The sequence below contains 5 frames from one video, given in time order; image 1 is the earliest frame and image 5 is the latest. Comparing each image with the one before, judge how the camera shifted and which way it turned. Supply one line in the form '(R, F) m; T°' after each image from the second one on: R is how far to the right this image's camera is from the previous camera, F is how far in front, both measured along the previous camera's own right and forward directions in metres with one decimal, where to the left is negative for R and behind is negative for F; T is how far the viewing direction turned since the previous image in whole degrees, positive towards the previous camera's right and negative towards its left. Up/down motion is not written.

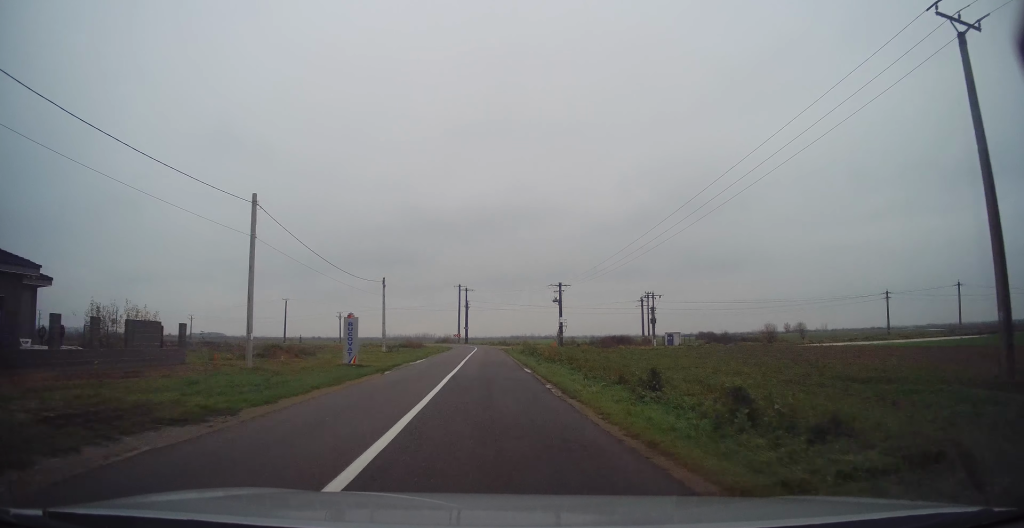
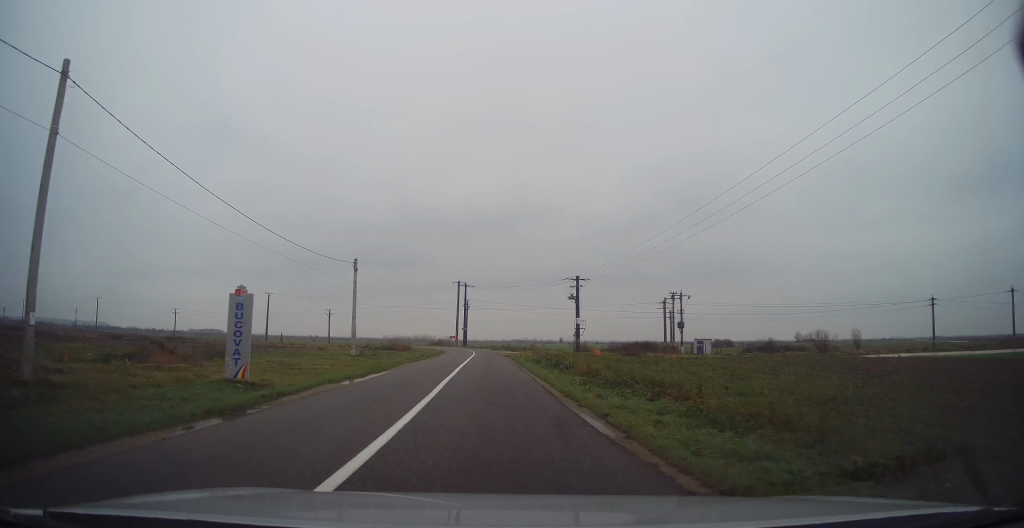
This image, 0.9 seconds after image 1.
(+0.3, +13.9) m; 0°
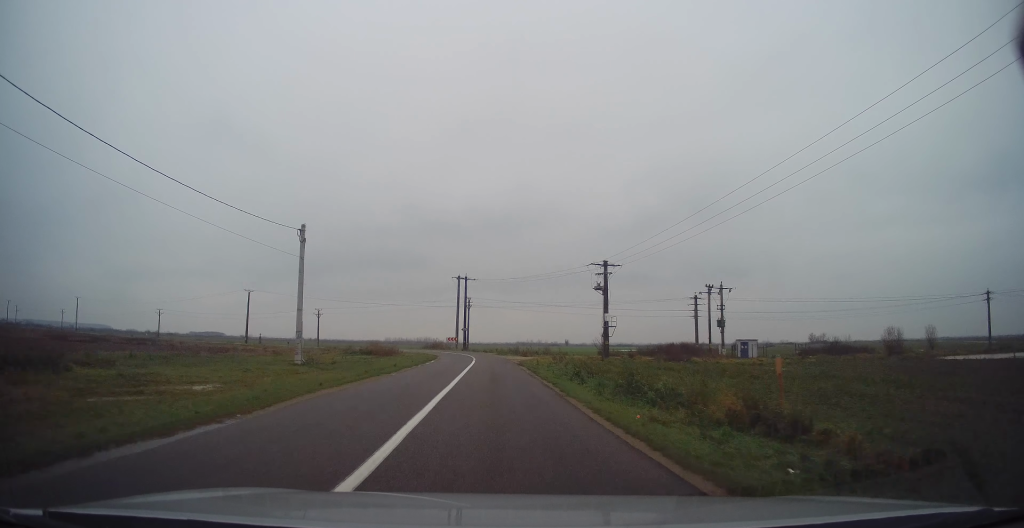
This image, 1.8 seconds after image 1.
(-0.3, +14.8) m; -2°
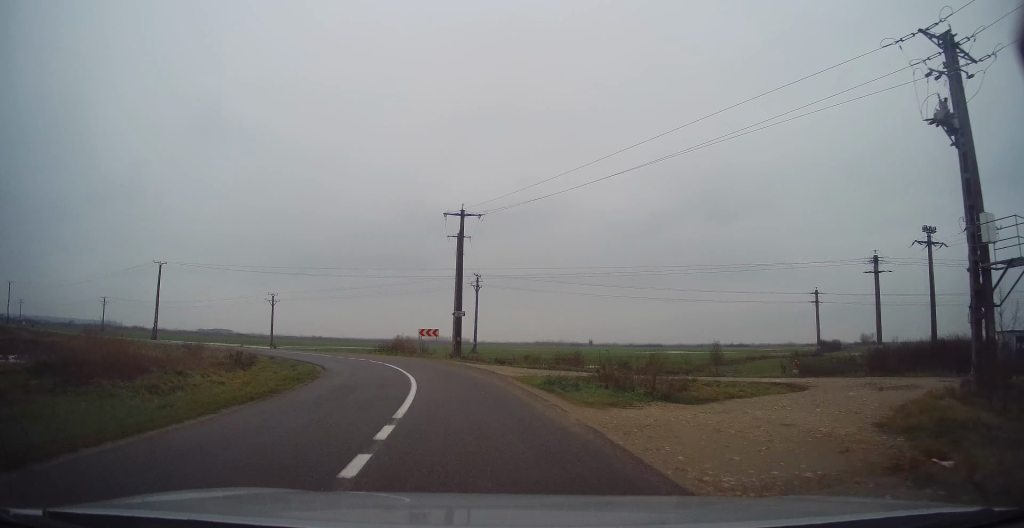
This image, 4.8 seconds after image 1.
(+0.2, +42.2) m; -2°
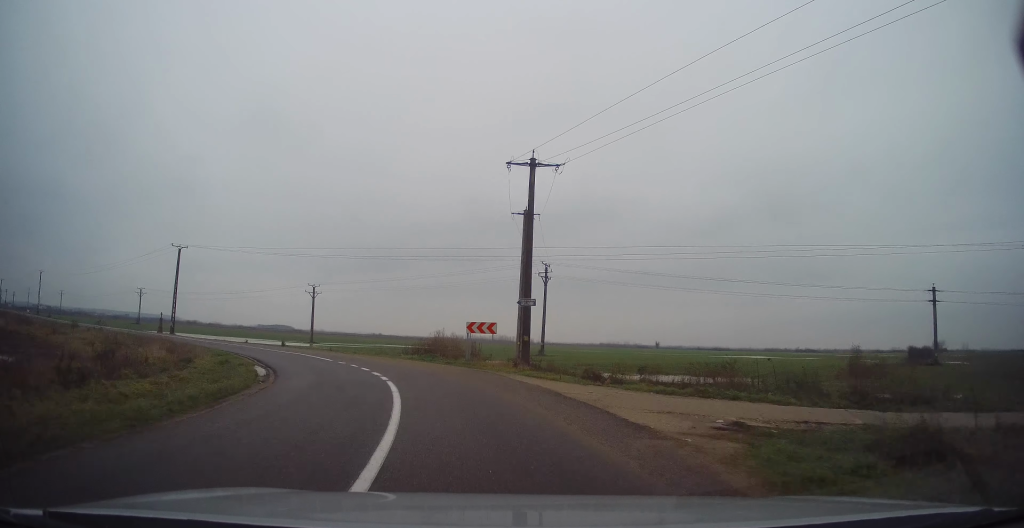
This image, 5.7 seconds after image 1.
(-0.4, +13.0) m; -8°
